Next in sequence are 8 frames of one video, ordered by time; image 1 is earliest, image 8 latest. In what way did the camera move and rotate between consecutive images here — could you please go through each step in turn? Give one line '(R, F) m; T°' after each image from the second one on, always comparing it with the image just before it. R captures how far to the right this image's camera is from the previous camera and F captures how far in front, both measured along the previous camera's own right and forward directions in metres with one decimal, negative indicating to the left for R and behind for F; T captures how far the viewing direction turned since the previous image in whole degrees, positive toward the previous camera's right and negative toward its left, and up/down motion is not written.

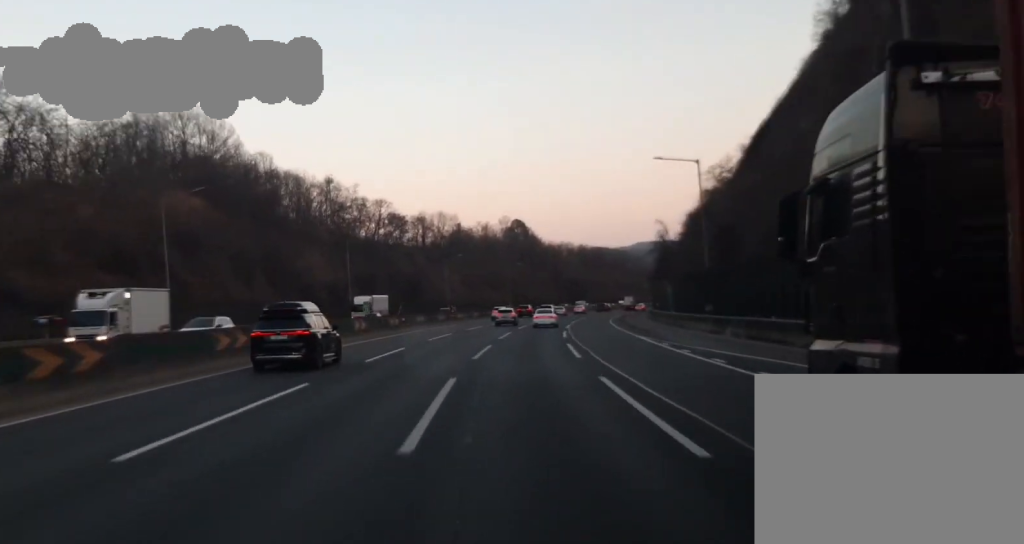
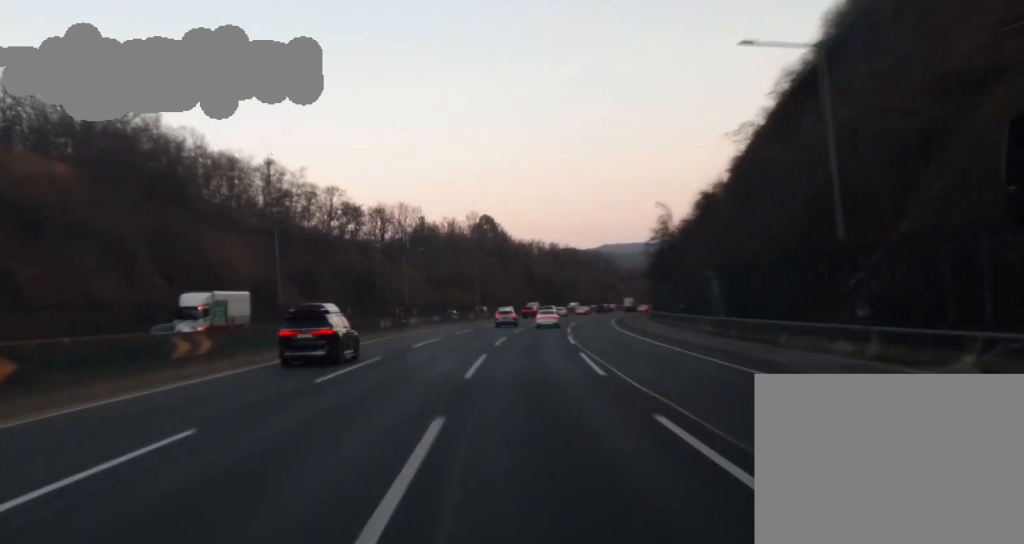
(+0.7, +26.8) m; +2°
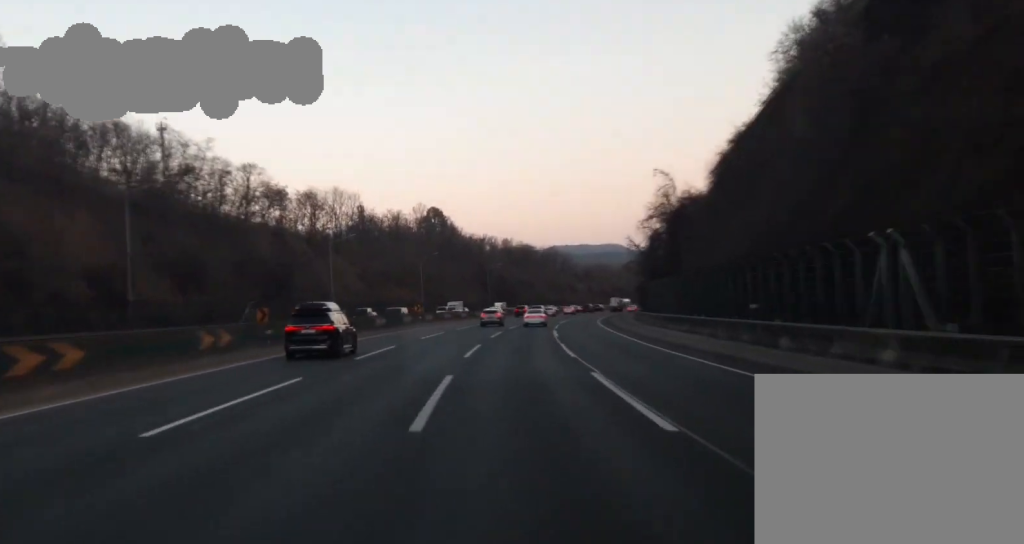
(0.0, +30.0) m; 0°
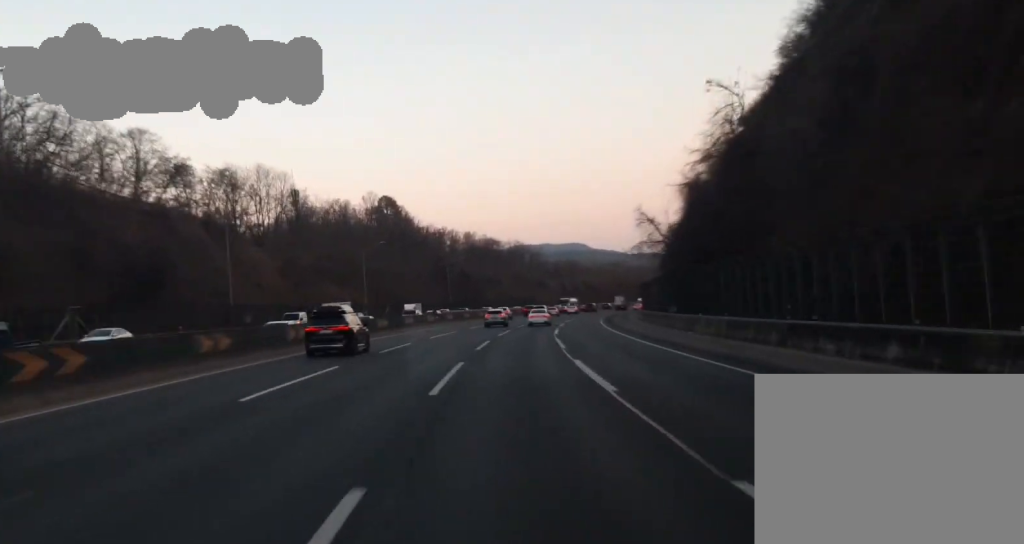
(0.0, +33.5) m; +2°
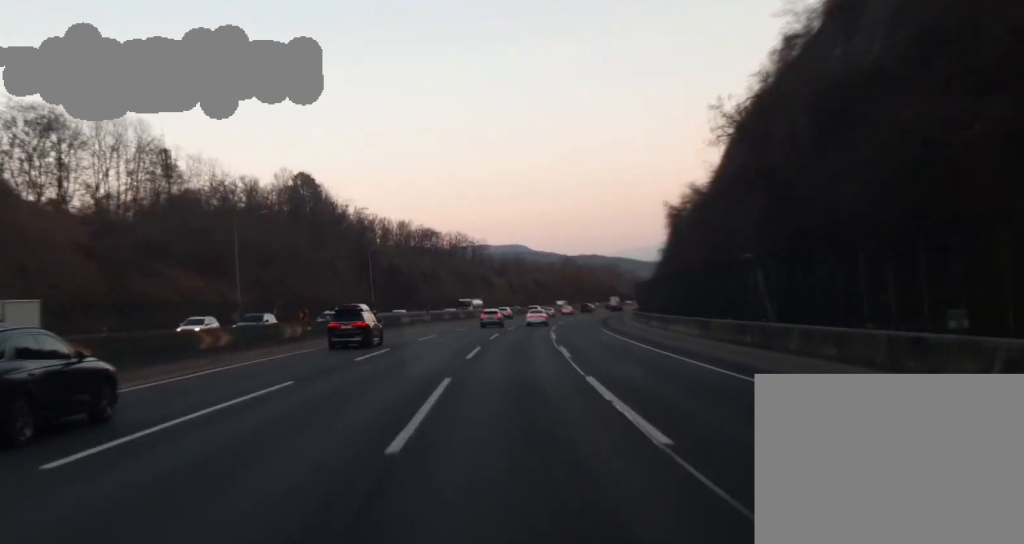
(+1.0, +45.2) m; +5°
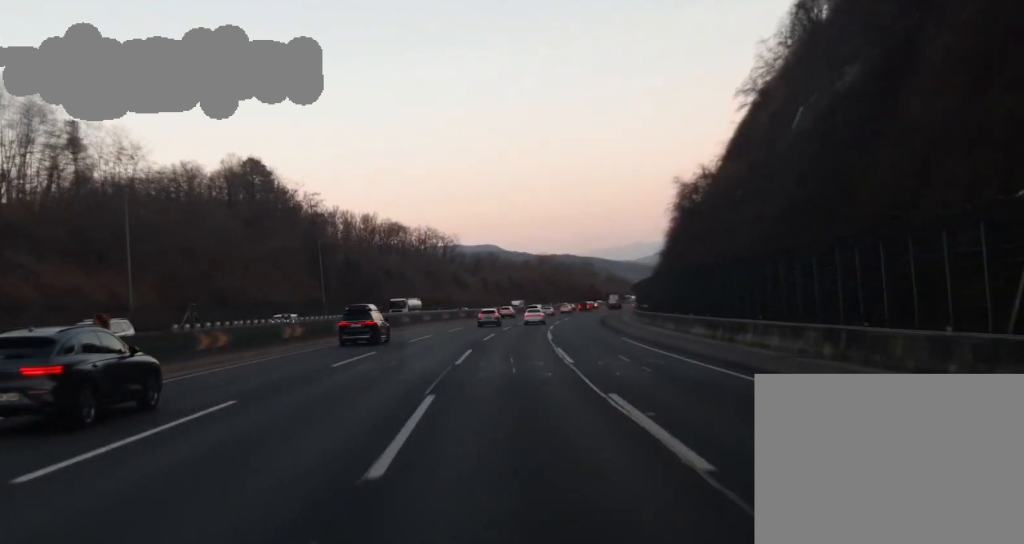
(+0.3, +23.0) m; +3°
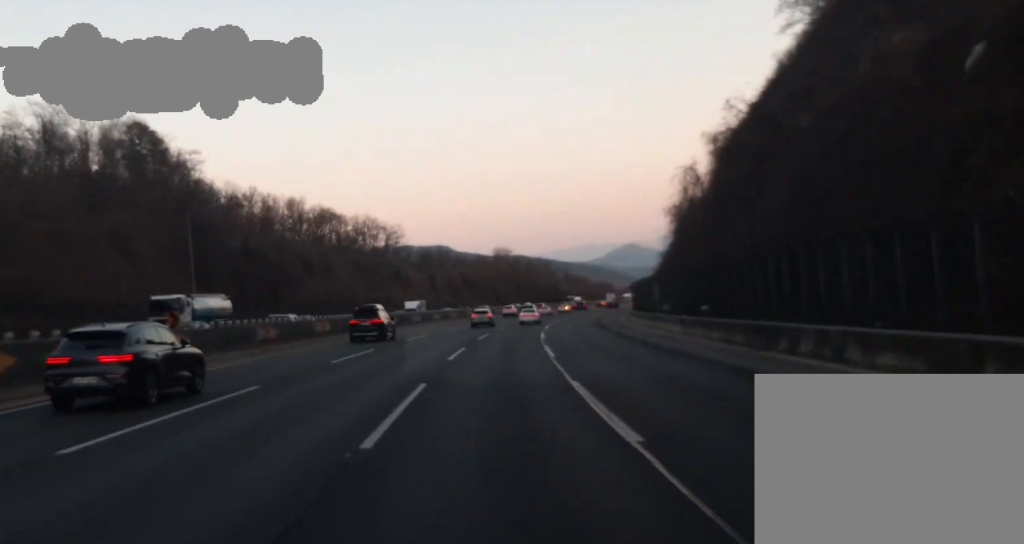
(+2.3, +38.5) m; +4°
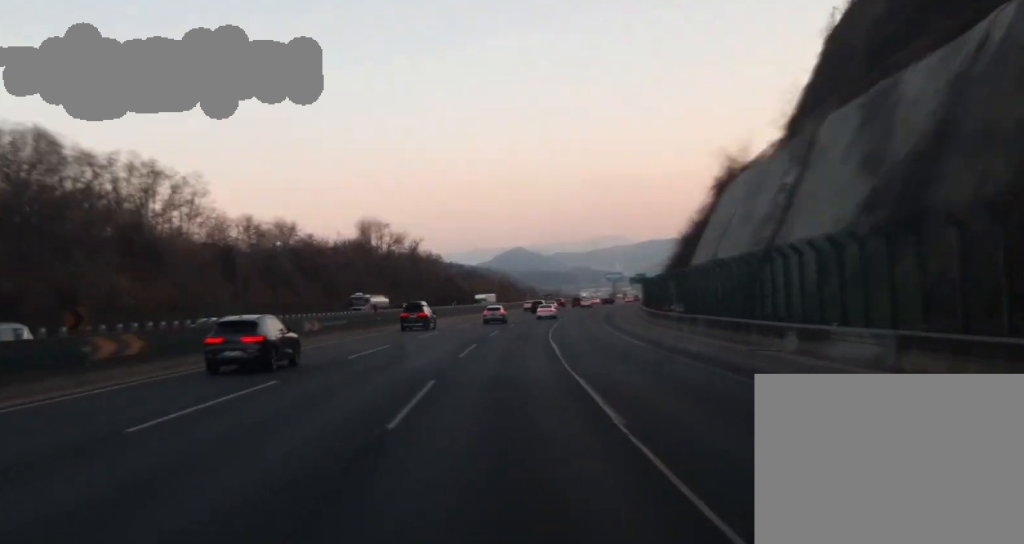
(+5.0, +100.9) m; +6°
